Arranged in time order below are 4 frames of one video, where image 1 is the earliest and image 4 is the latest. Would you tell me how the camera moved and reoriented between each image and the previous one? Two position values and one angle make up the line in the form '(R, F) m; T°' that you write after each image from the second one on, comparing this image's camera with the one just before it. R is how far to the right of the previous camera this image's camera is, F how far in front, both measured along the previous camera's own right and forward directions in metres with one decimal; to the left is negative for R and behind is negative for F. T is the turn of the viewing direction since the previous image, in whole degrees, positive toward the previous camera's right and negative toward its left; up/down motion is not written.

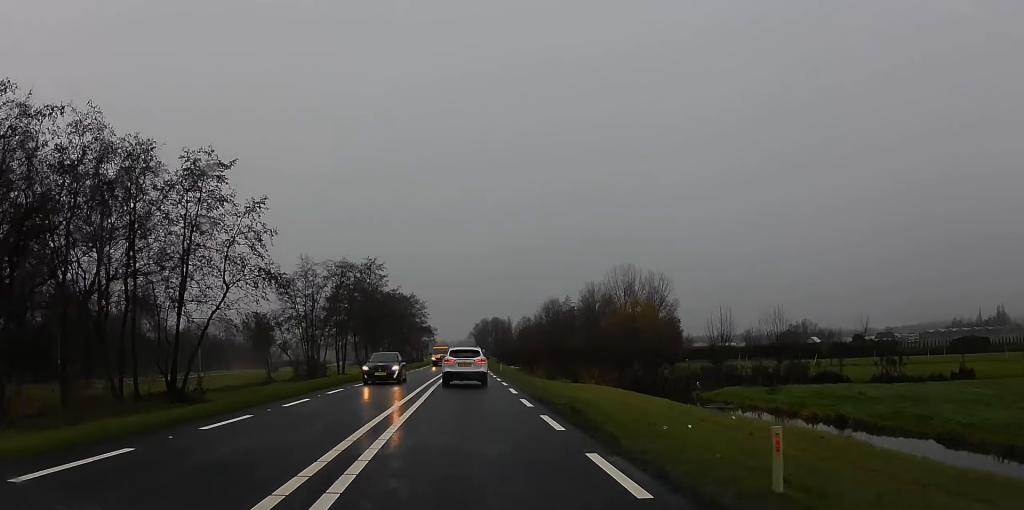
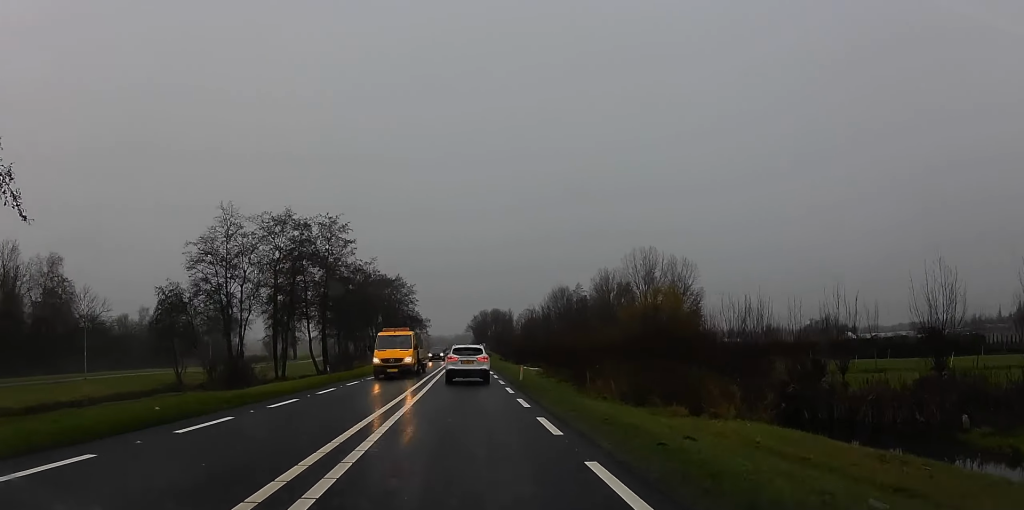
(+1.4, +25.1) m; +5°
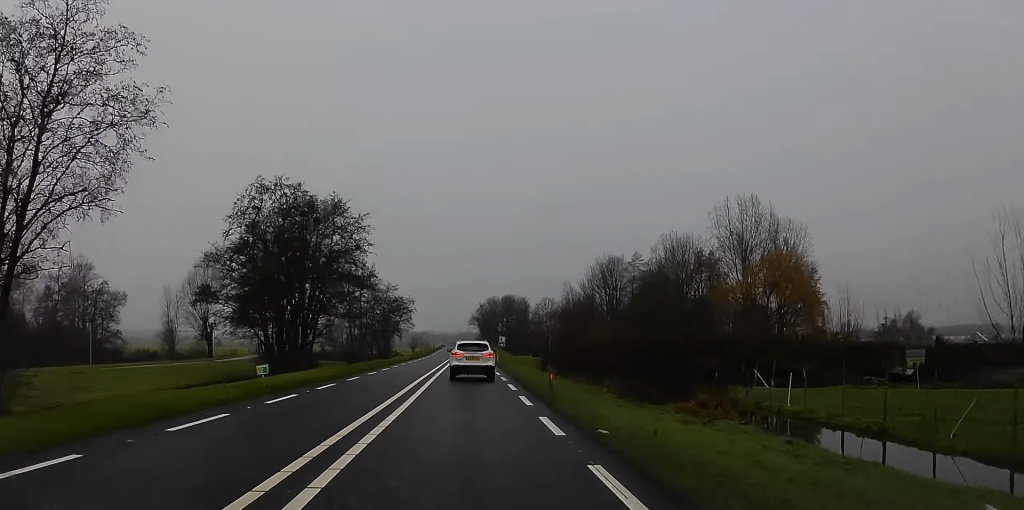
(-4.2, +58.8) m; -4°
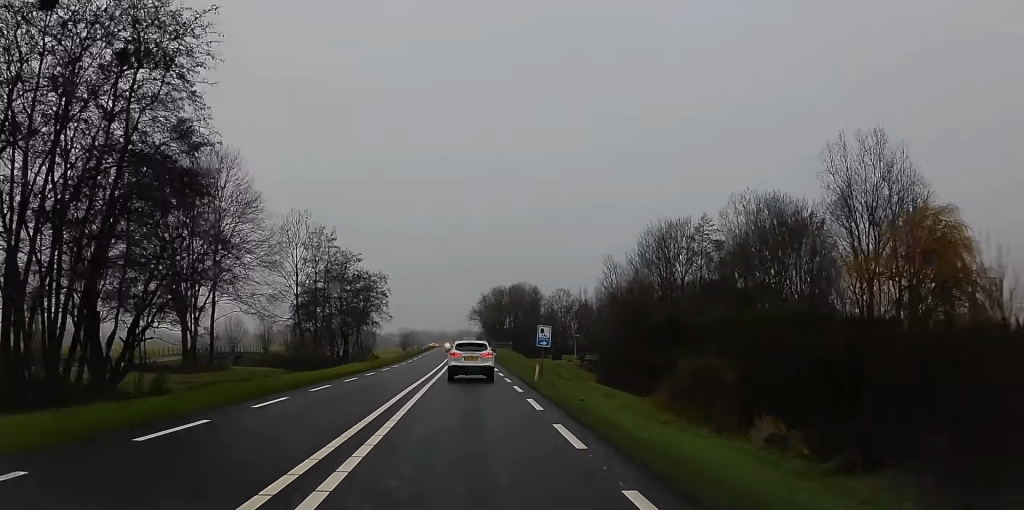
(-1.5, +36.0) m; -4°
